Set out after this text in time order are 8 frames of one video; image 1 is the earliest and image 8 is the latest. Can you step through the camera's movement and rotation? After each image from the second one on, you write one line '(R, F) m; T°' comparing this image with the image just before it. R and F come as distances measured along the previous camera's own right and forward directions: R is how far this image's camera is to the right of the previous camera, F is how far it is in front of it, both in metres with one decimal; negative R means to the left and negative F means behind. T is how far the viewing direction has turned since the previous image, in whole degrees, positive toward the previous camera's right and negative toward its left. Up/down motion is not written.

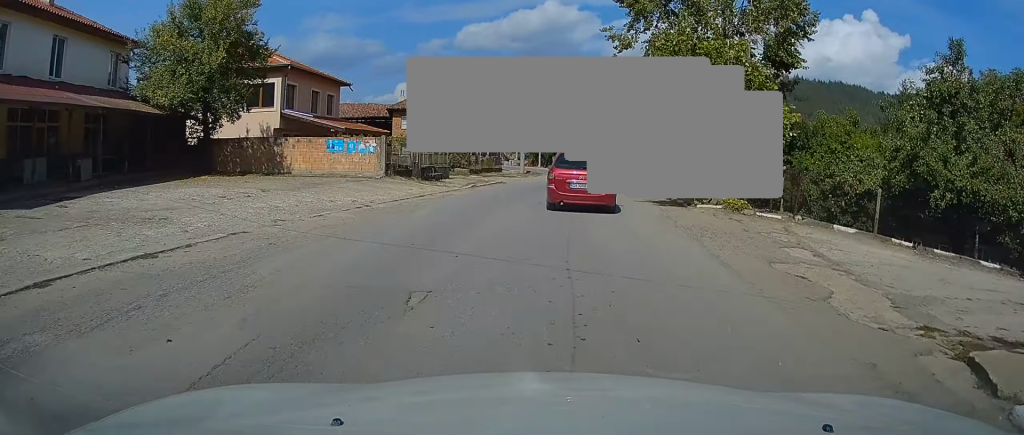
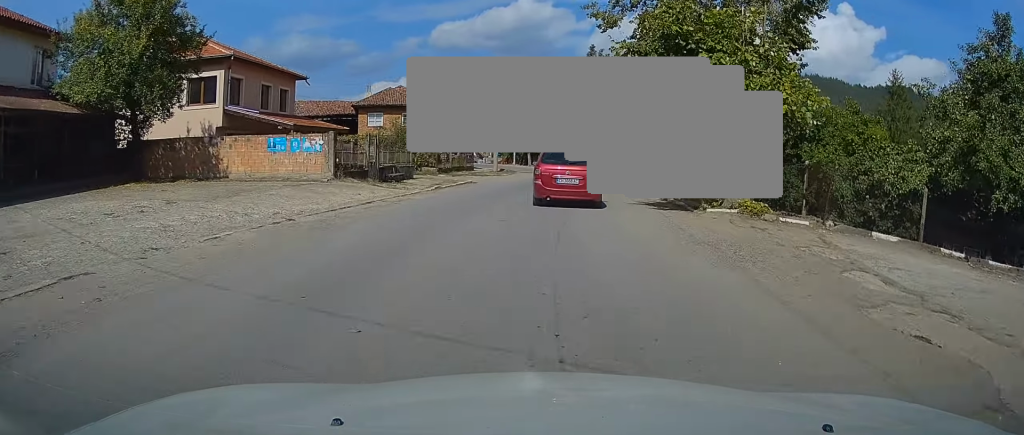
(0.0, +3.5) m; +2°
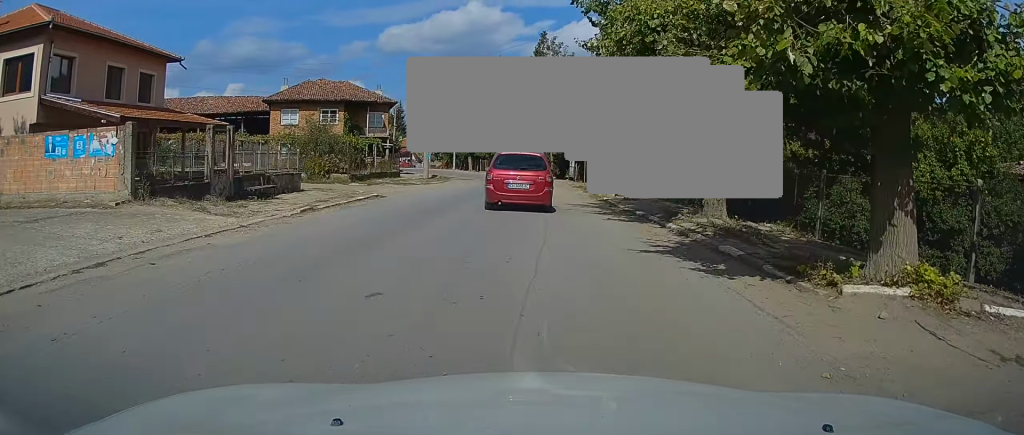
(+0.4, +9.2) m; +4°
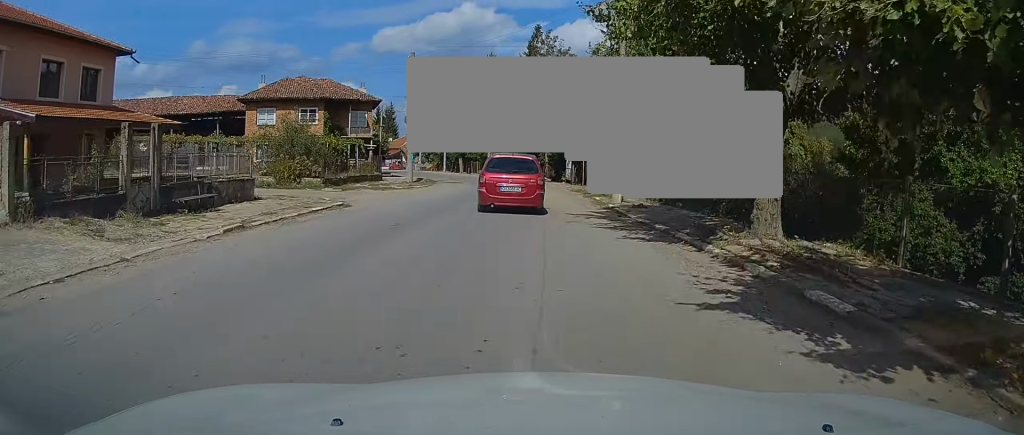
(+0.1, +3.7) m; +1°
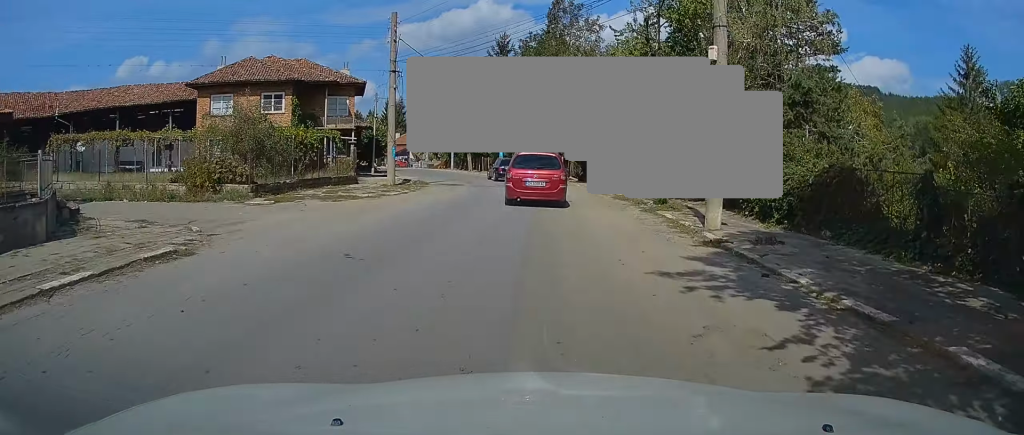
(+0.1, +10.4) m; +1°
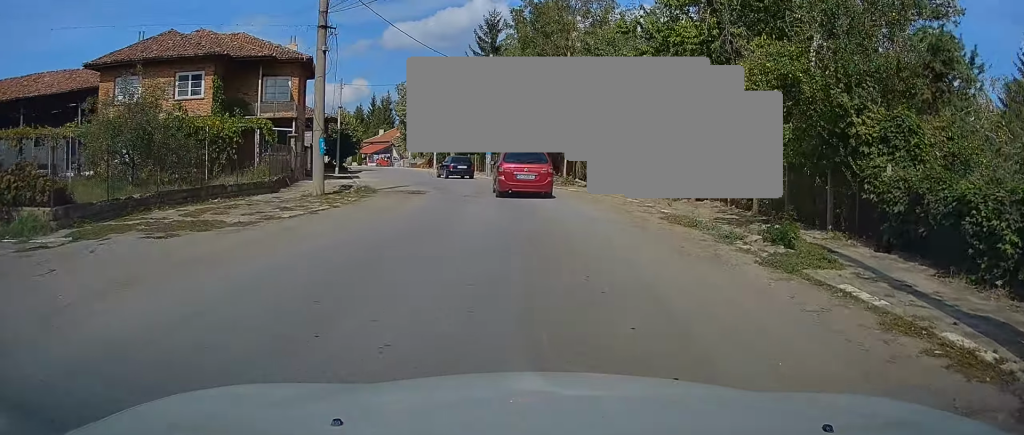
(0.0, +10.0) m; 0°
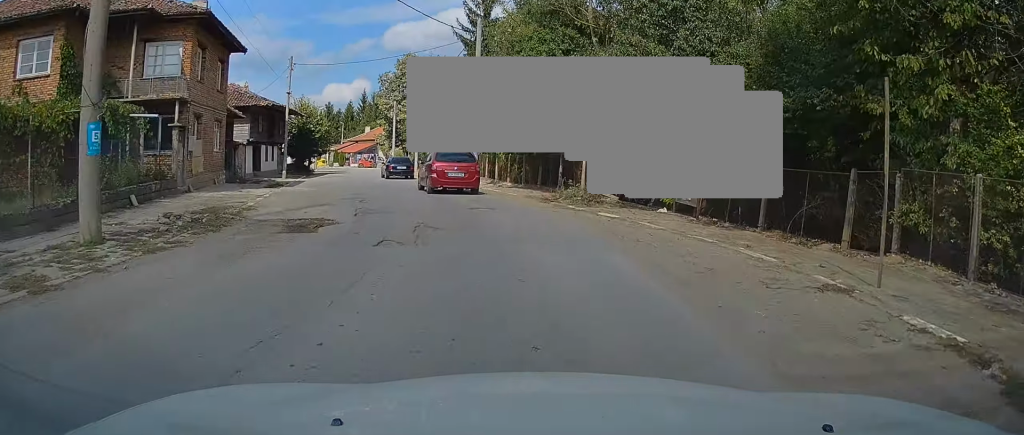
(-0.1, +11.4) m; -2°
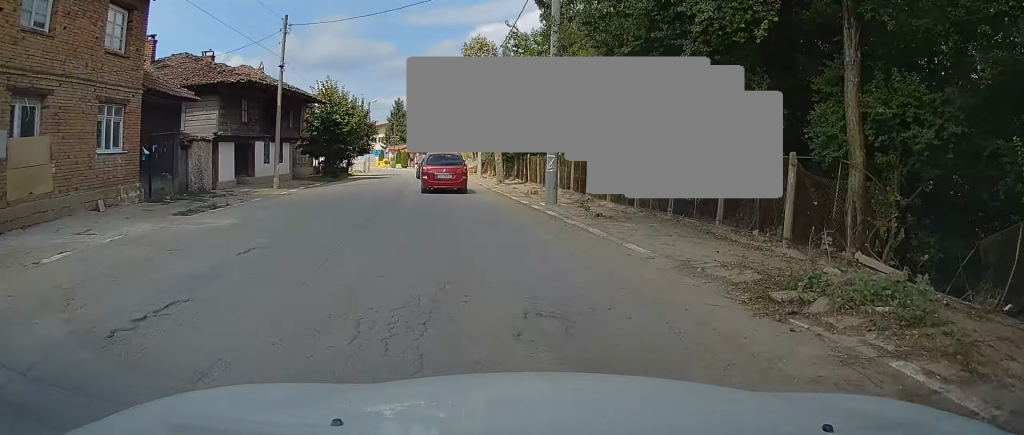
(-0.5, +12.7) m; -6°
